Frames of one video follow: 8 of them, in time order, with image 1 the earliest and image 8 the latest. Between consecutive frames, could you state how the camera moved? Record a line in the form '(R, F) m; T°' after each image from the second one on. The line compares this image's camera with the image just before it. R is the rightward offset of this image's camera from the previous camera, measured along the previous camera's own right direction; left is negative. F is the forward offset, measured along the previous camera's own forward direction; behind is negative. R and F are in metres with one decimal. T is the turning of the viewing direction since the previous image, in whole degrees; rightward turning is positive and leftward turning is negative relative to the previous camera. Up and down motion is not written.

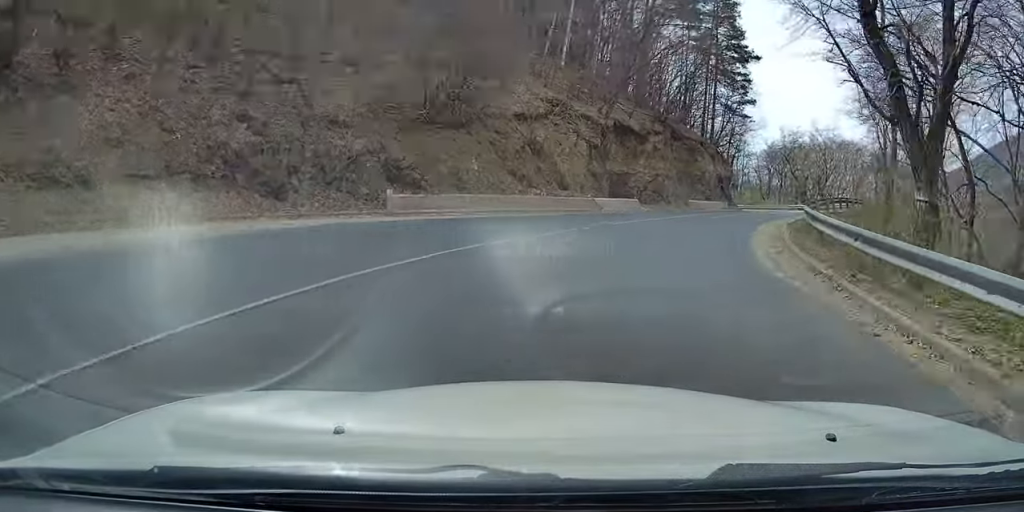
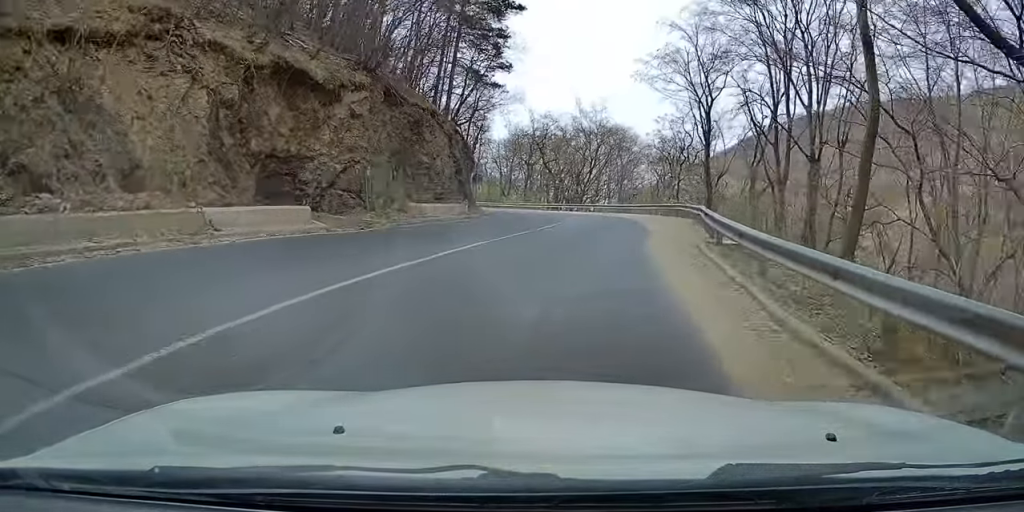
(+3.9, +11.3) m; +23°
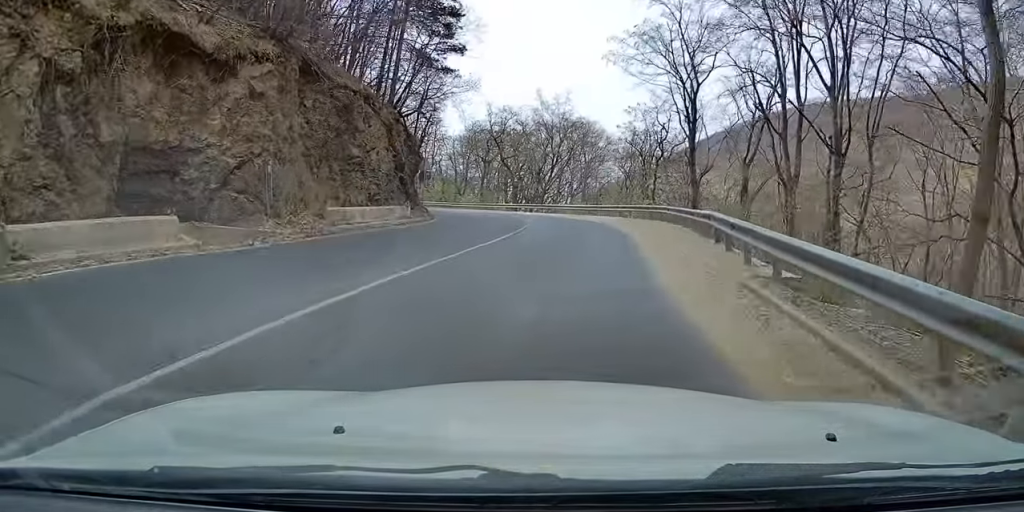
(+0.1, +5.1) m; -1°
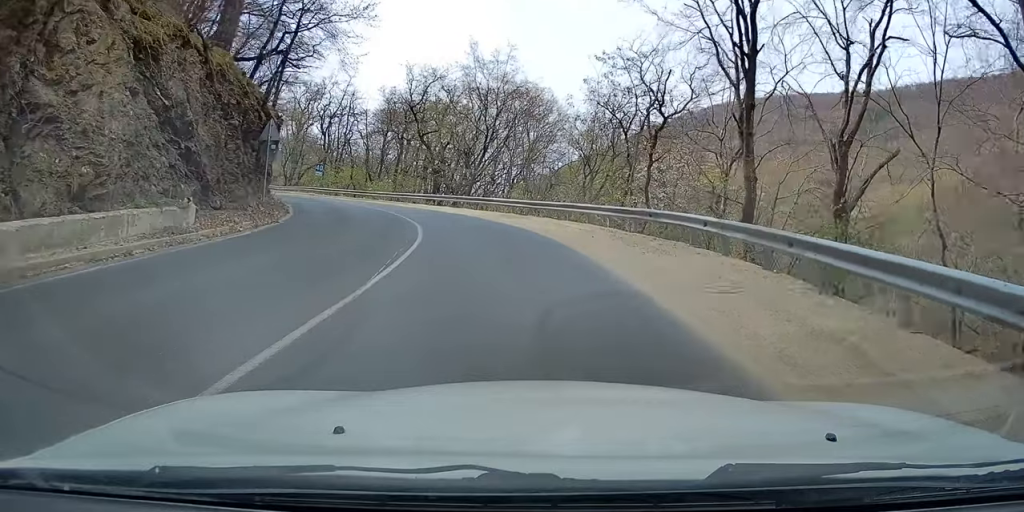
(-0.4, +16.0) m; -6°
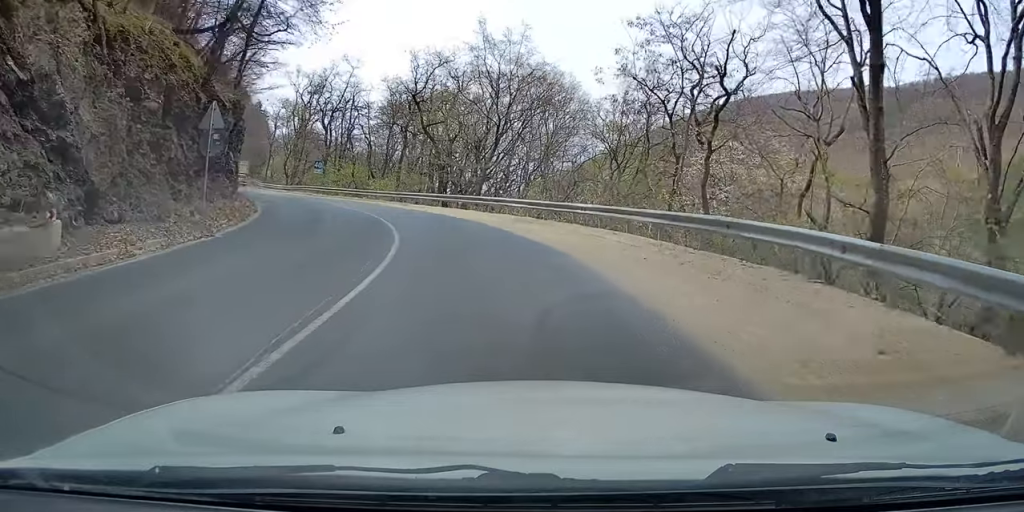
(-0.2, +6.3) m; -5°
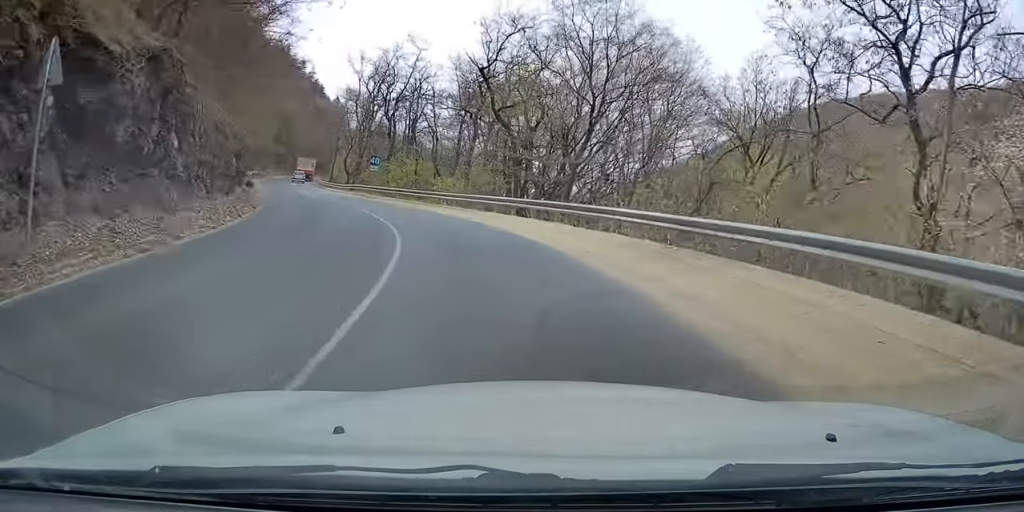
(-0.4, +10.9) m; -11°
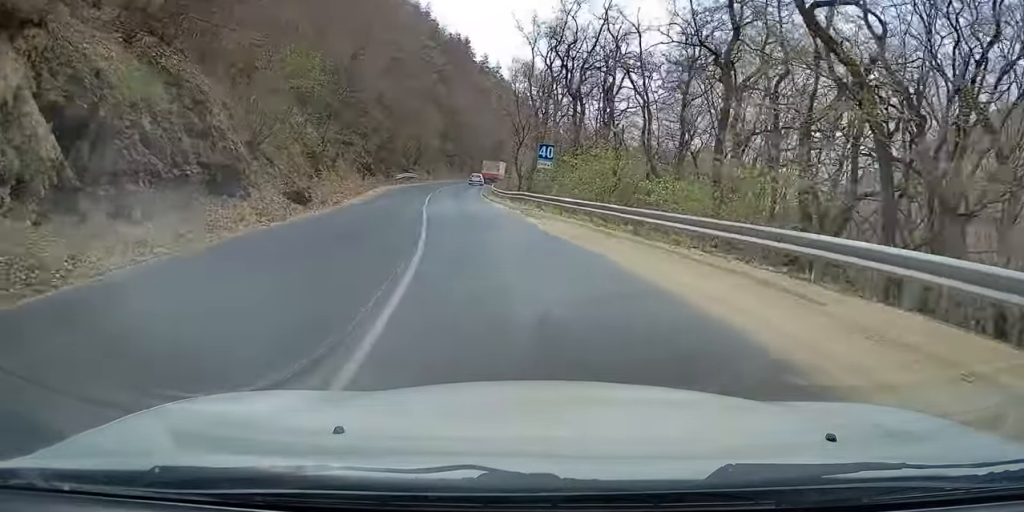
(-3.5, +22.2) m; -10°
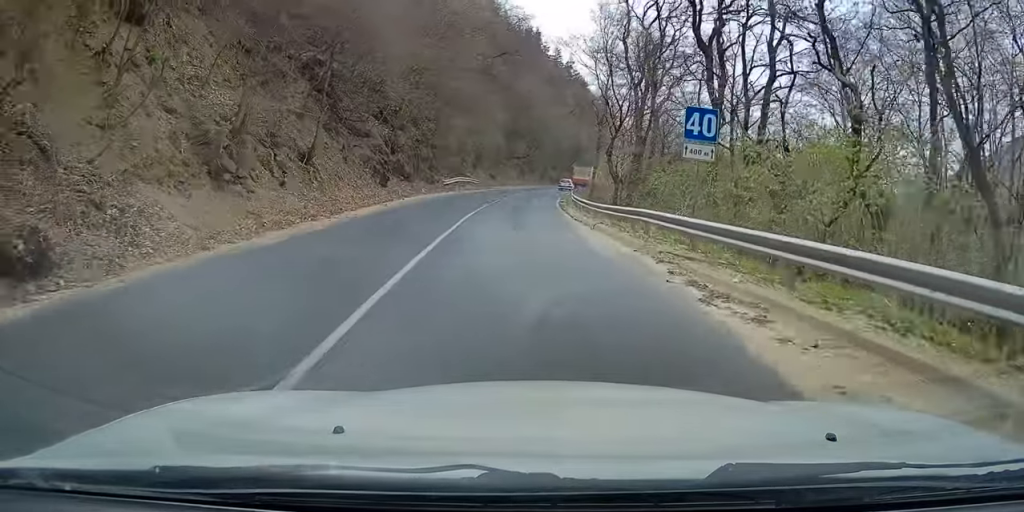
(-0.5, +17.9) m; -1°
